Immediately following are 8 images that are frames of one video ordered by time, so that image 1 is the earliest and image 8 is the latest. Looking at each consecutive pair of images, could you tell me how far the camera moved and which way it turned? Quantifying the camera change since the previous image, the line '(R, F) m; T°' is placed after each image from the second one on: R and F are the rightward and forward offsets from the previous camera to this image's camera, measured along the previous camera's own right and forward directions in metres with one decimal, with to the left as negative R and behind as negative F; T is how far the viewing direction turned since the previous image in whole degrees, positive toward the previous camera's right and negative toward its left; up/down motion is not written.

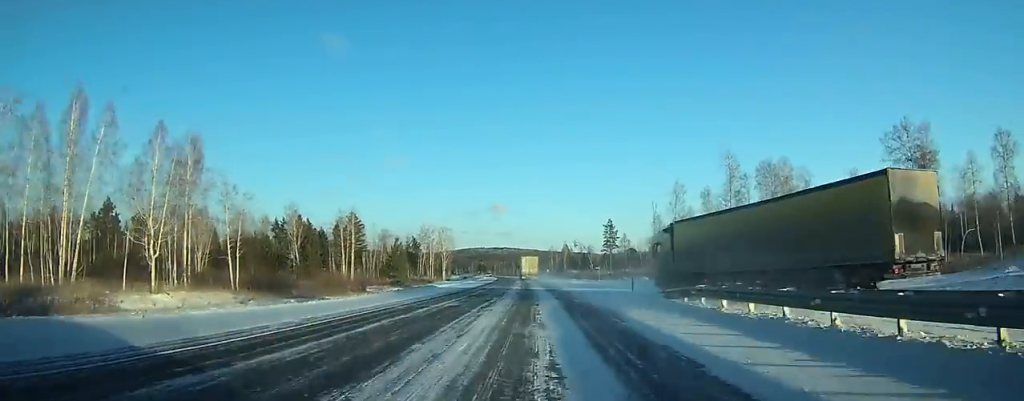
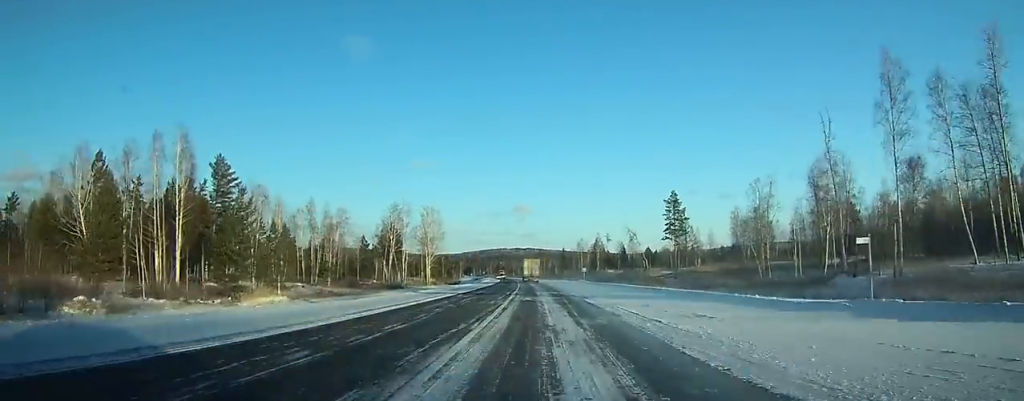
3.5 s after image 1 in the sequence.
(-1.6, +74.6) m; -3°
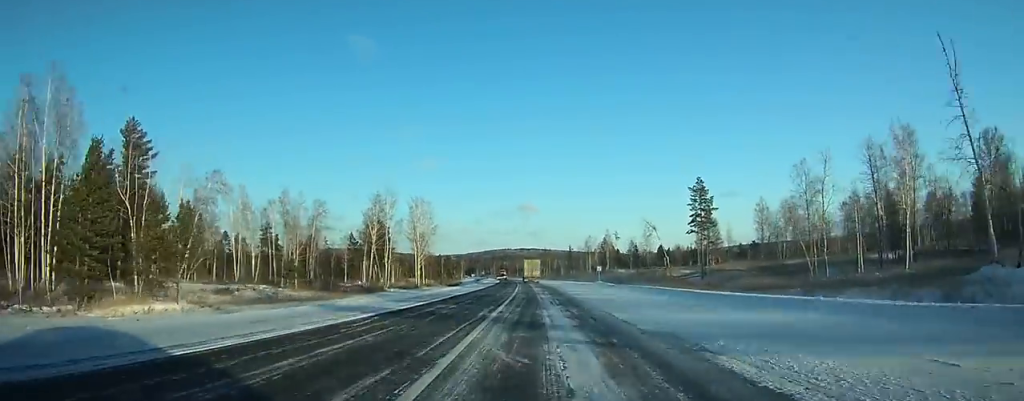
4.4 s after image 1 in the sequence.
(-0.1, +20.4) m; -1°
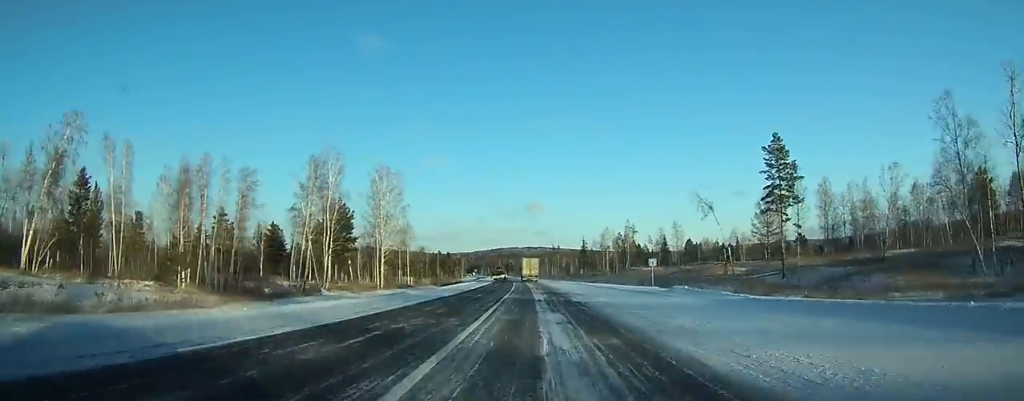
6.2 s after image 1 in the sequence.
(-0.4, +39.9) m; -1°
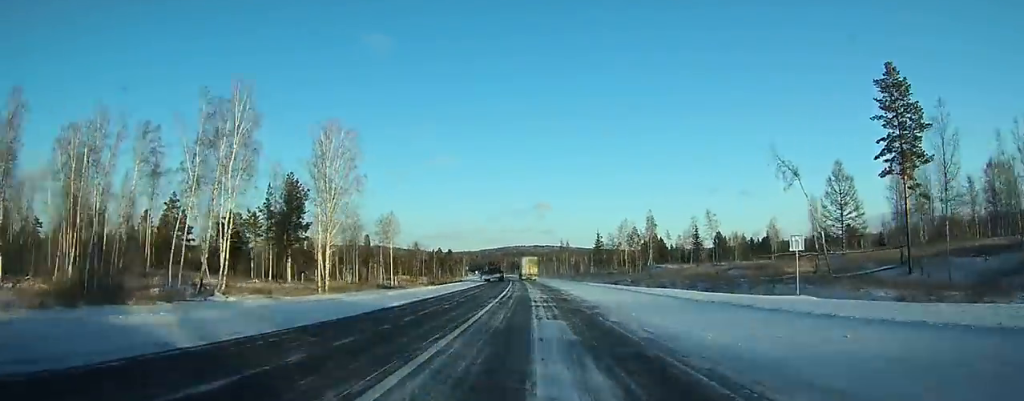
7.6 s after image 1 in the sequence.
(-0.3, +31.4) m; -1°
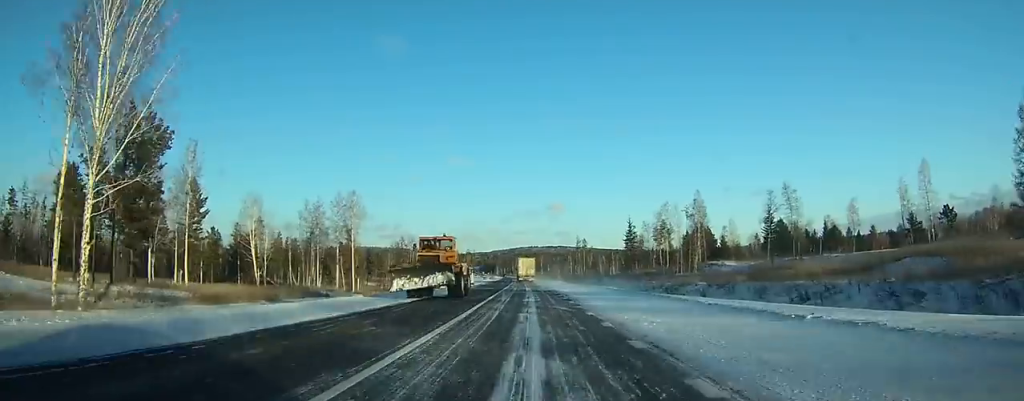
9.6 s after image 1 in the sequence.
(-0.5, +45.2) m; -1°
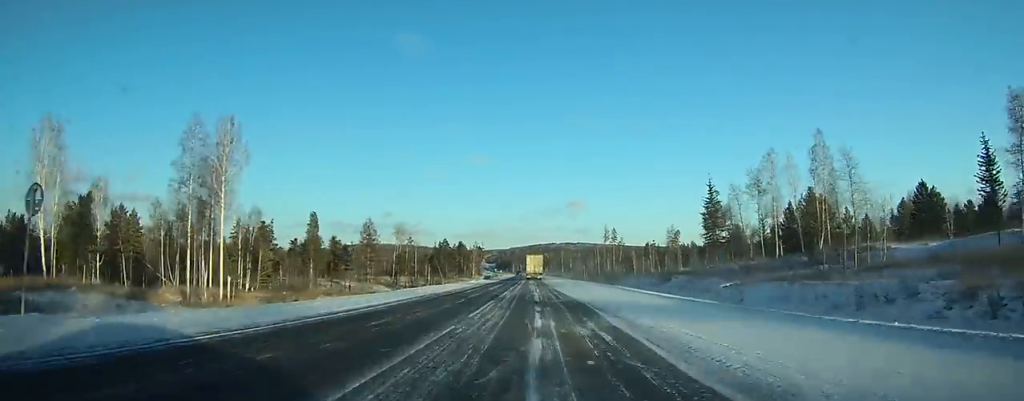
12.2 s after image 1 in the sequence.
(-0.6, +59.4) m; -1°
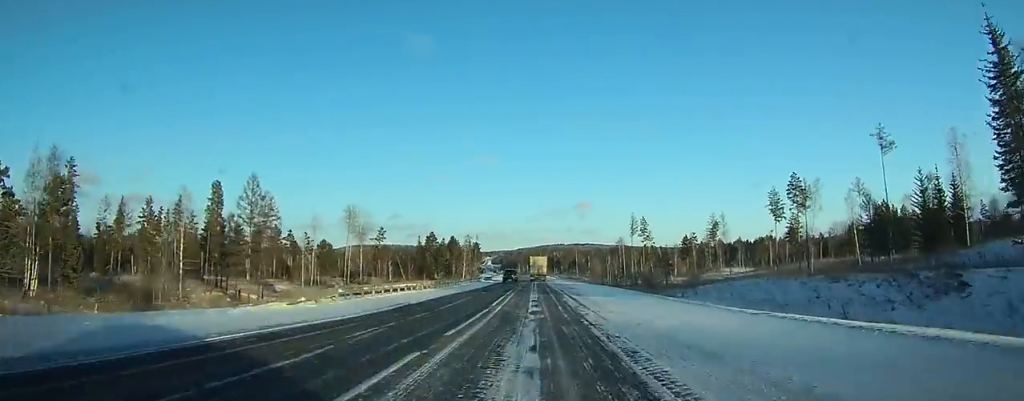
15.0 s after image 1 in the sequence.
(-0.6, +64.6) m; -1°
